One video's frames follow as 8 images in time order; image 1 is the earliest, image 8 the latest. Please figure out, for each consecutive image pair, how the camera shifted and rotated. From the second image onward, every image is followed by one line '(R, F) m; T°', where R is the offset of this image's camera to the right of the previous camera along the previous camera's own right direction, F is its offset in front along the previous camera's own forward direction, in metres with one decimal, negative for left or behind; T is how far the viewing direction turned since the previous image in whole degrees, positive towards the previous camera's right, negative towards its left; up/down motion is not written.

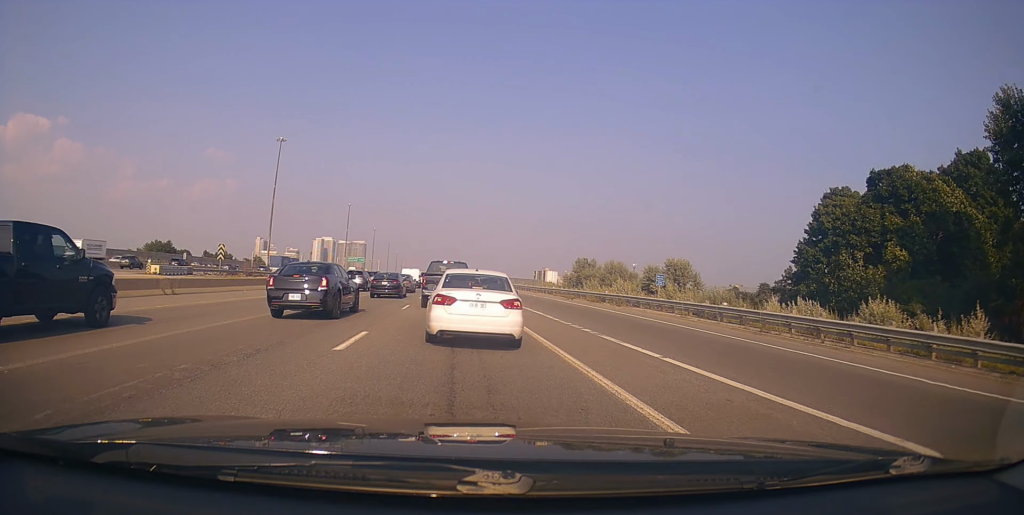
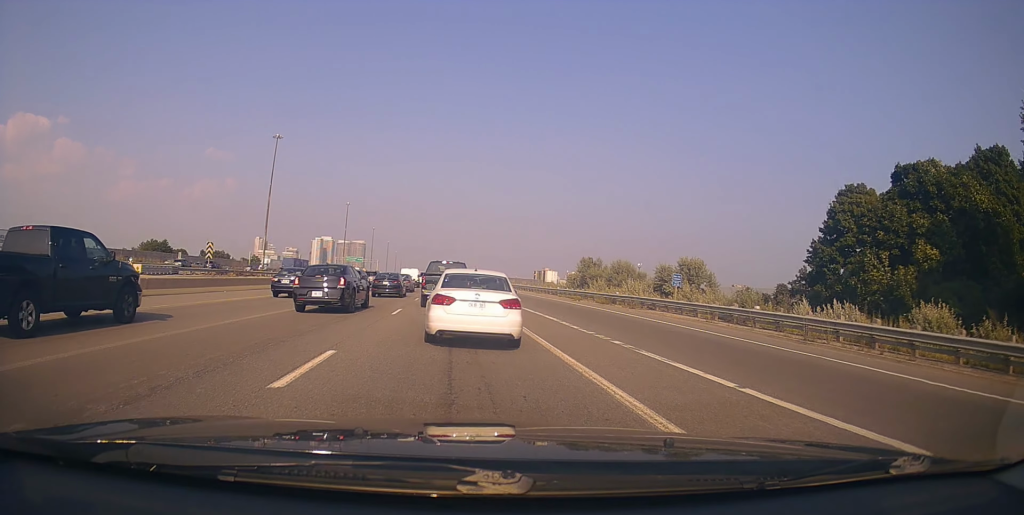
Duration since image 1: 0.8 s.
(0.0, +3.5) m; -1°
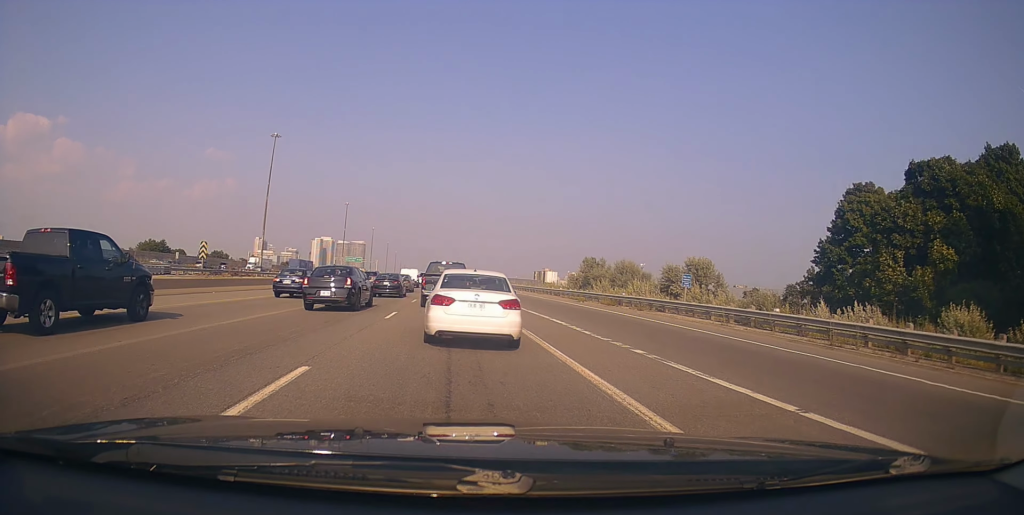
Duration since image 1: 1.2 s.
(0.0, +1.6) m; -1°
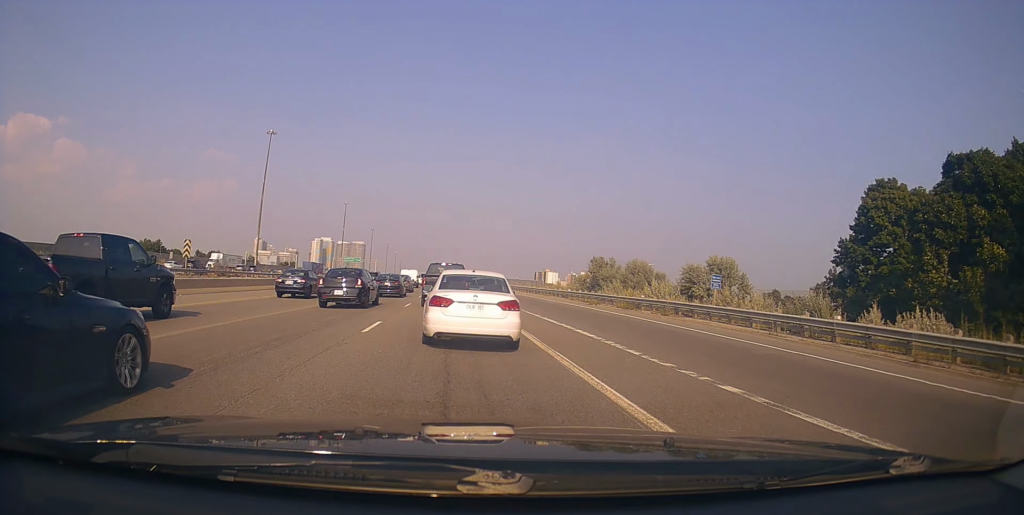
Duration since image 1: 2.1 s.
(0.0, +4.0) m; -1°
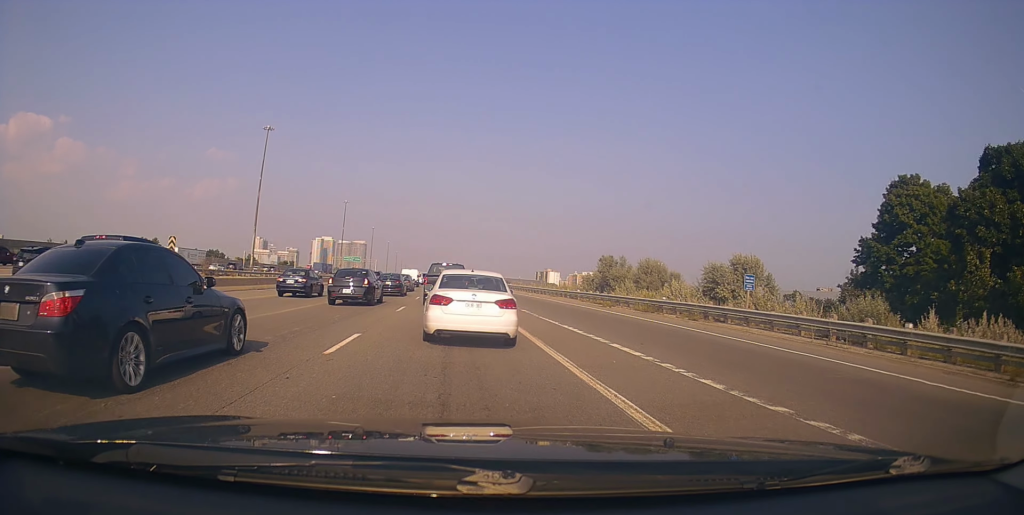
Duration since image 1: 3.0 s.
(0.0, +3.5) m; 0°
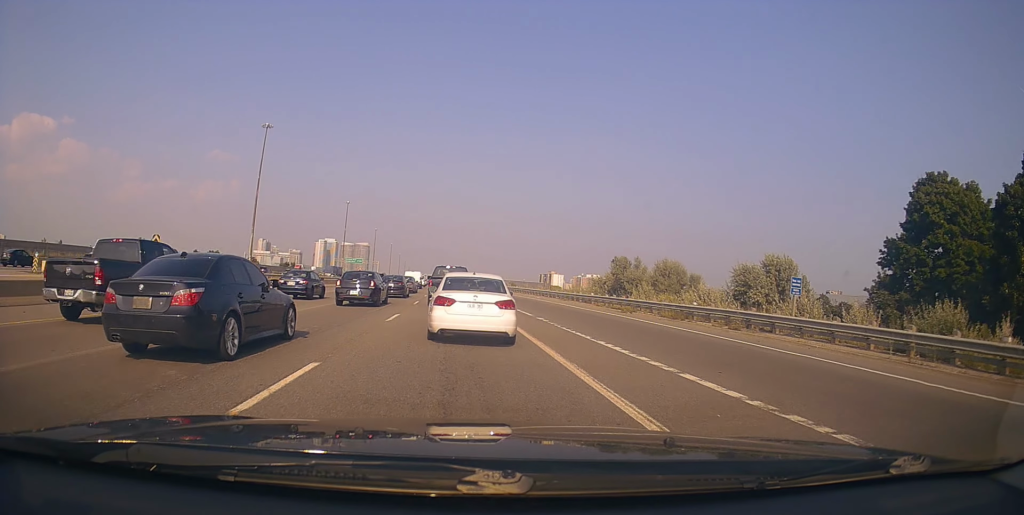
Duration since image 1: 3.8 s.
(0.0, +3.7) m; 0°
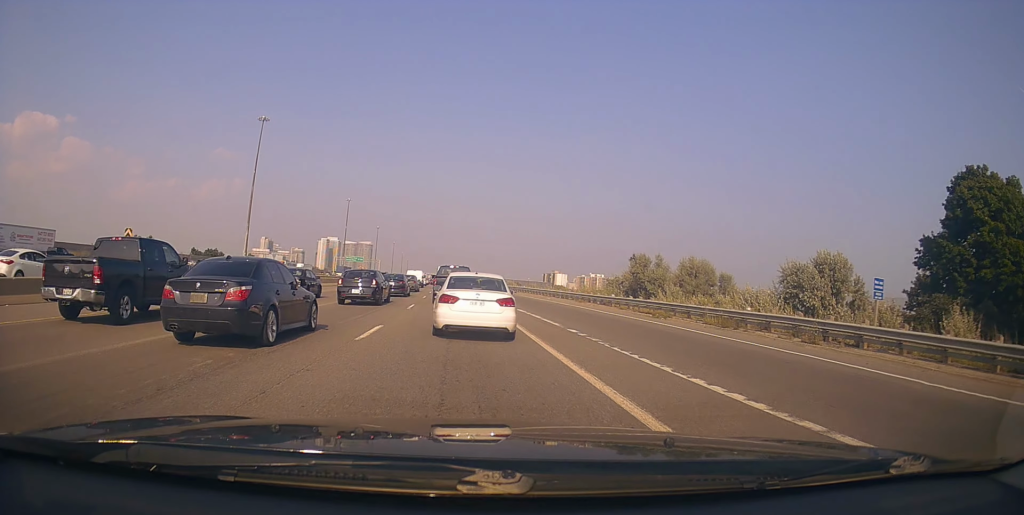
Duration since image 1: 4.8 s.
(0.0, +4.7) m; -1°
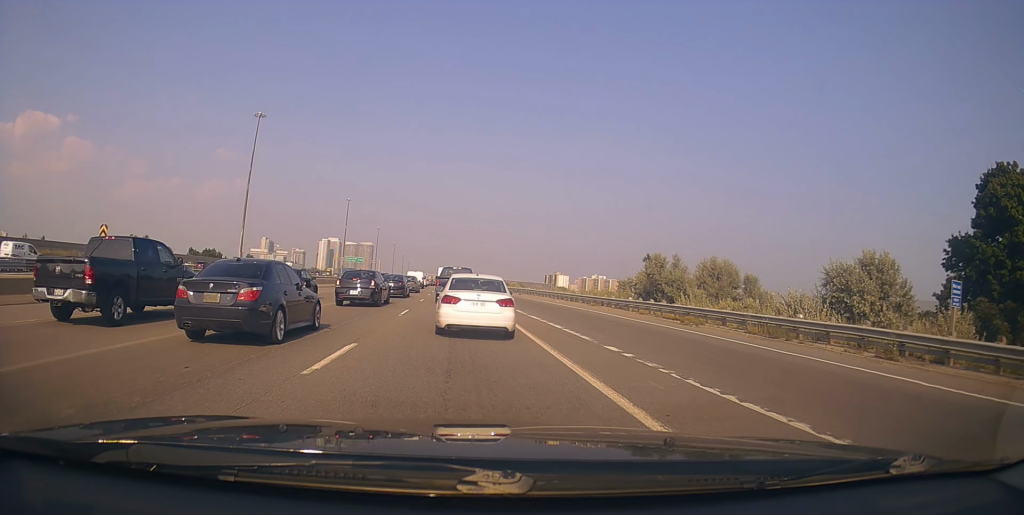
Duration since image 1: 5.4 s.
(-0.2, +3.6) m; +1°
